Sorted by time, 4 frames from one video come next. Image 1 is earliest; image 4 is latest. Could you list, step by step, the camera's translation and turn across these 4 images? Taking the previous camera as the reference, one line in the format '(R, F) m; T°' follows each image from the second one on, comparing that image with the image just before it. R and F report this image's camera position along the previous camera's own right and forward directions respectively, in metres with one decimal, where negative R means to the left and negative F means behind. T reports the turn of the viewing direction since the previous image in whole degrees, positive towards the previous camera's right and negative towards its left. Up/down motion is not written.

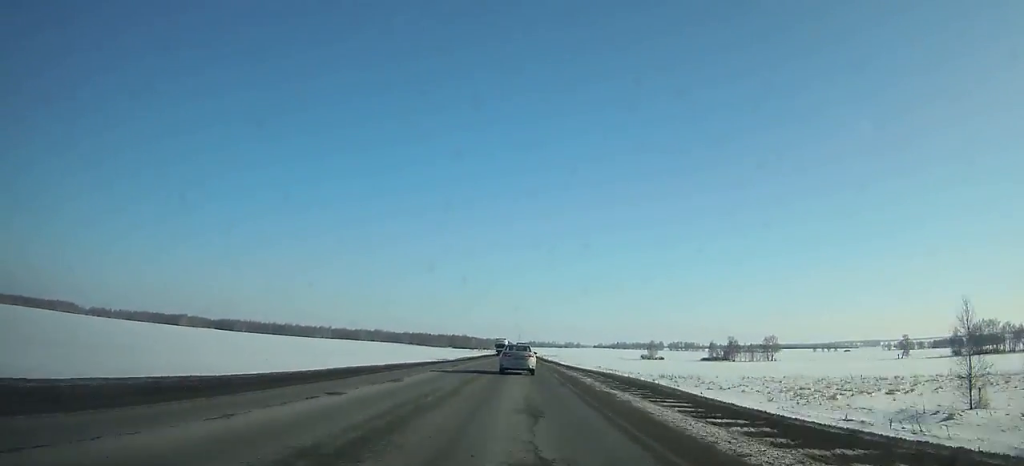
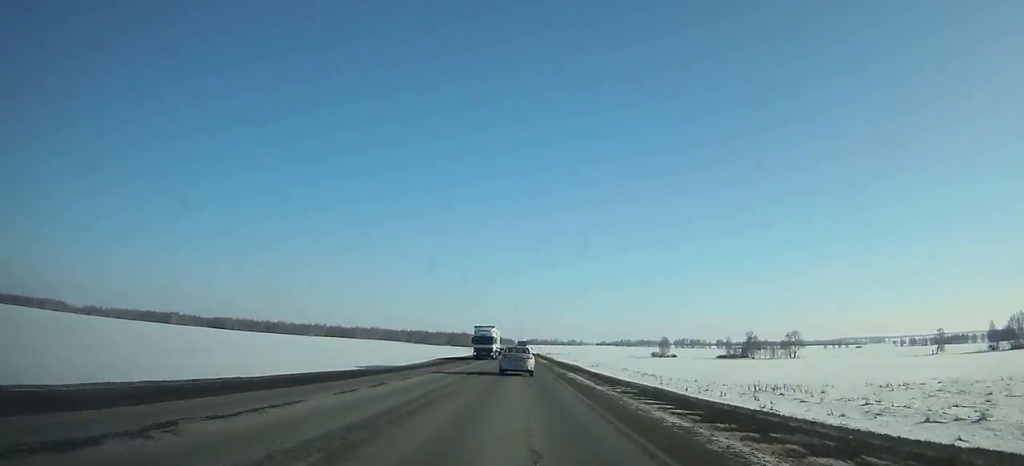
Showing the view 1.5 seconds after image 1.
(0.0, +33.4) m; 0°
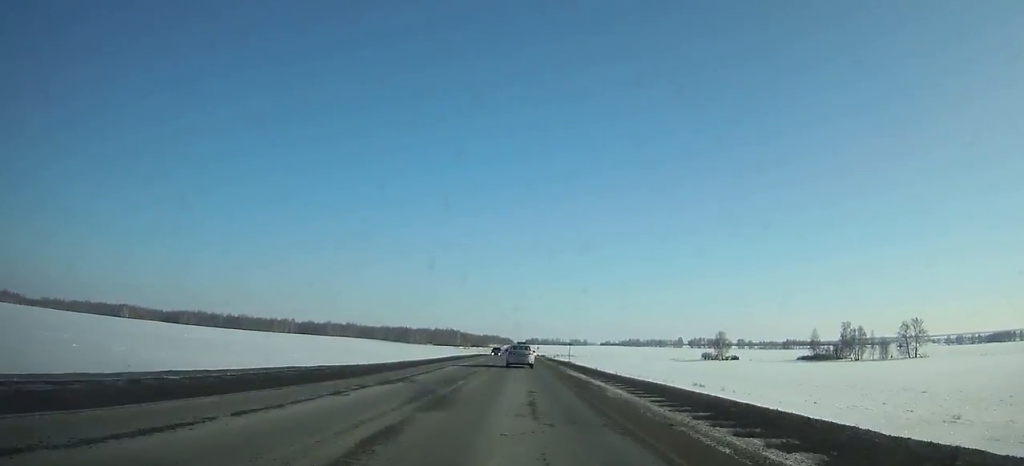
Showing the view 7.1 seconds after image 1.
(0.0, +127.5) m; 0°
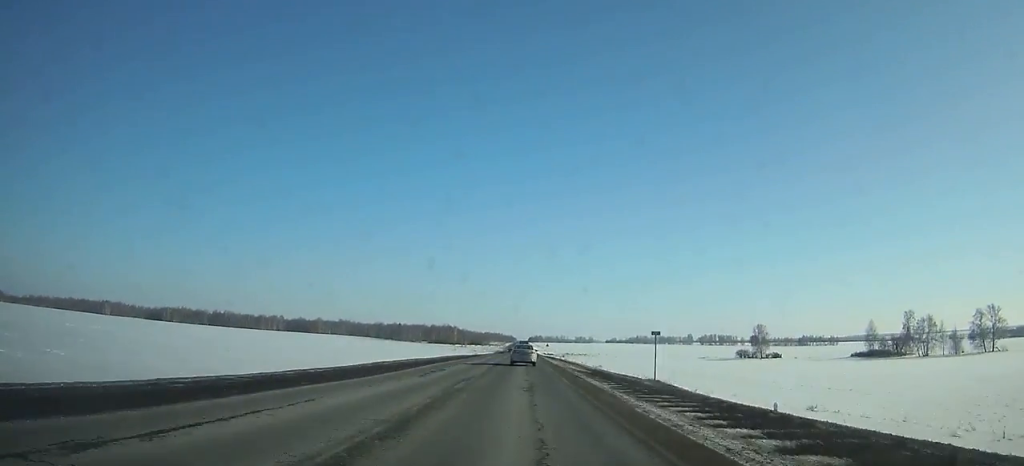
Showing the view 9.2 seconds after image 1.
(-0.2, +49.4) m; 0°
